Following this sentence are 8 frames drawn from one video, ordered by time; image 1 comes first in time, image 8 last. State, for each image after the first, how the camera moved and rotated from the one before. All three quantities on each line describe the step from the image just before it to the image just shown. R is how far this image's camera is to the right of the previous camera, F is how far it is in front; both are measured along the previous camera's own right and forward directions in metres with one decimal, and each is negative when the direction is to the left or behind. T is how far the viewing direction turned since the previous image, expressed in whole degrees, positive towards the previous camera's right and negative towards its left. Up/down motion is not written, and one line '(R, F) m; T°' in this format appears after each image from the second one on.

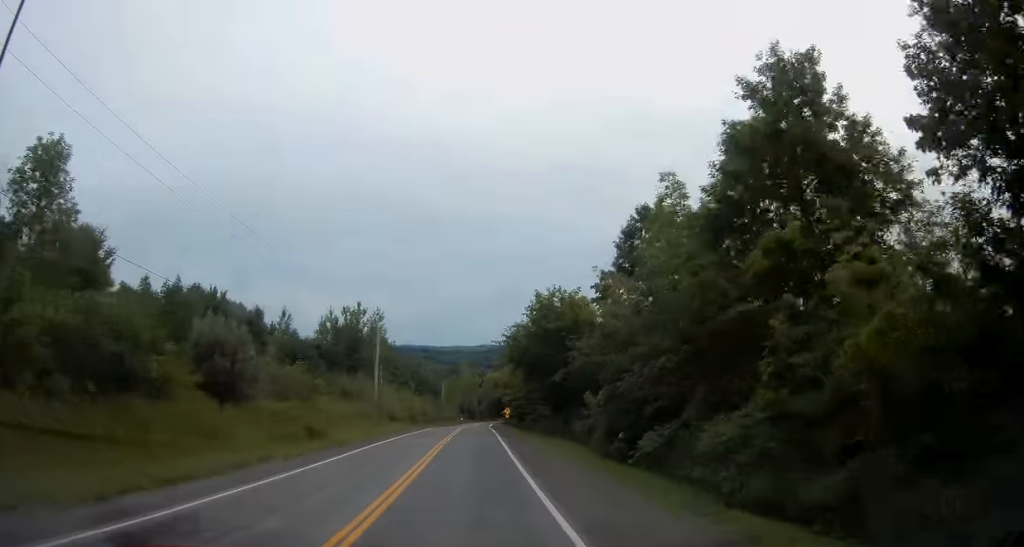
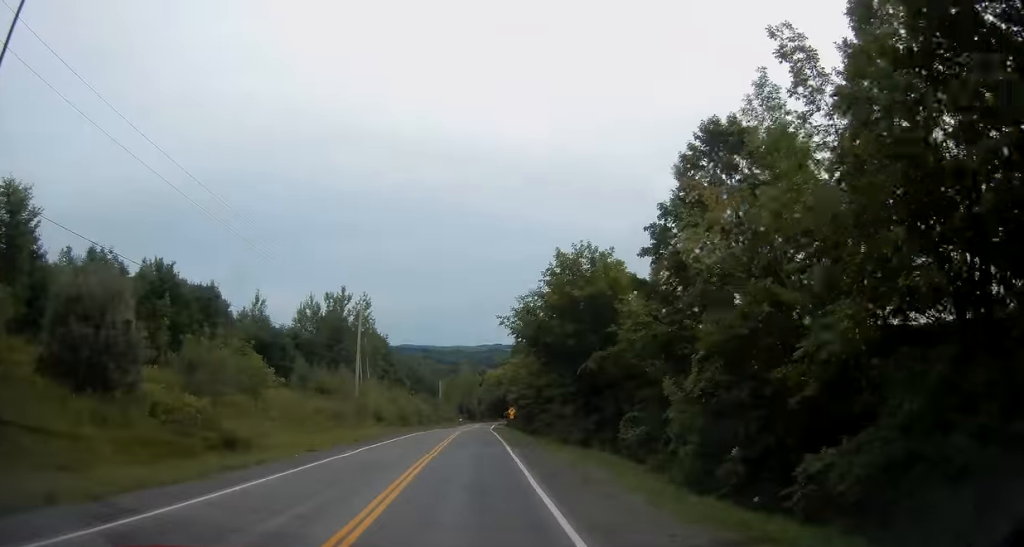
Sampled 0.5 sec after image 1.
(0.0, +12.2) m; 0°
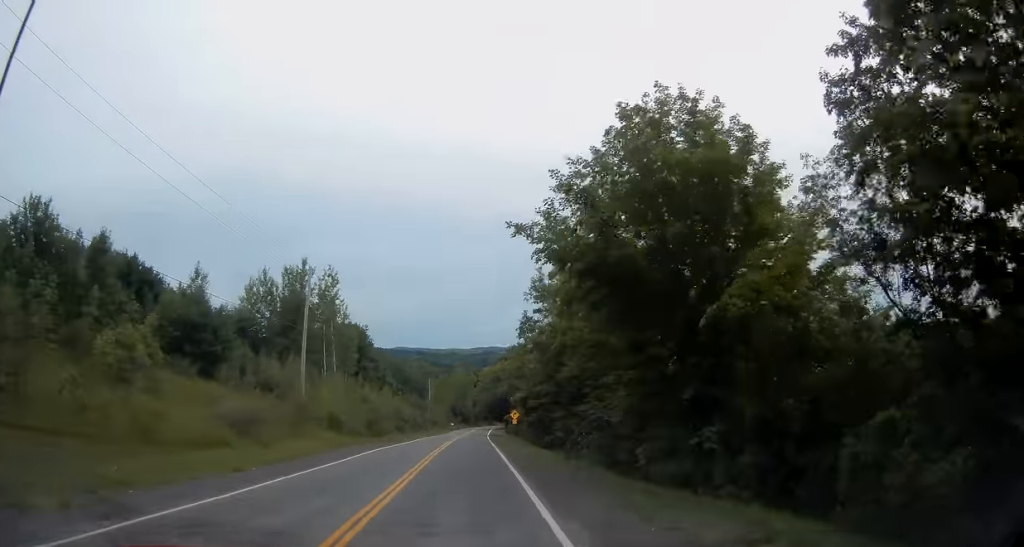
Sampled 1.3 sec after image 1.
(-0.1, +17.8) m; 0°
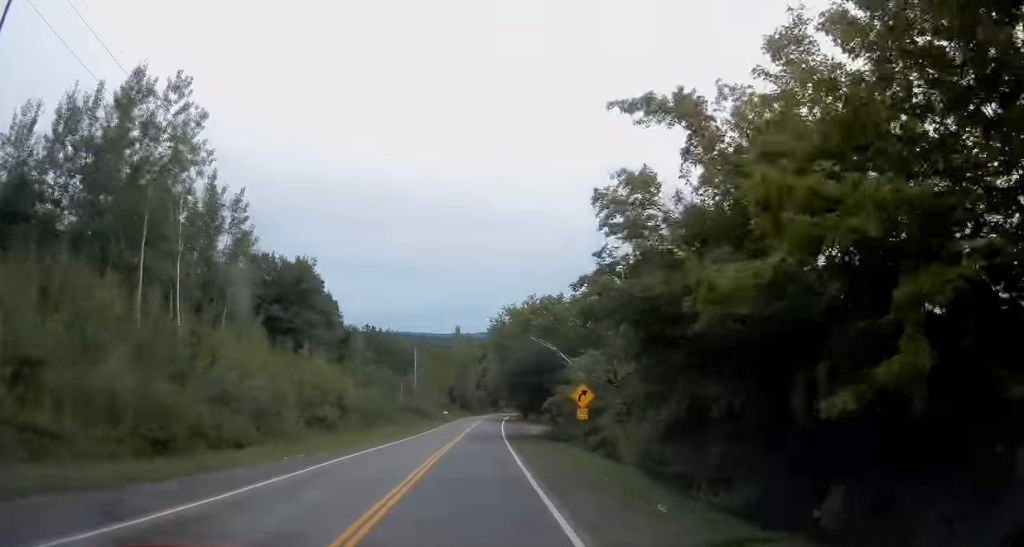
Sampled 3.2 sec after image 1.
(-0.1, +39.5) m; -1°
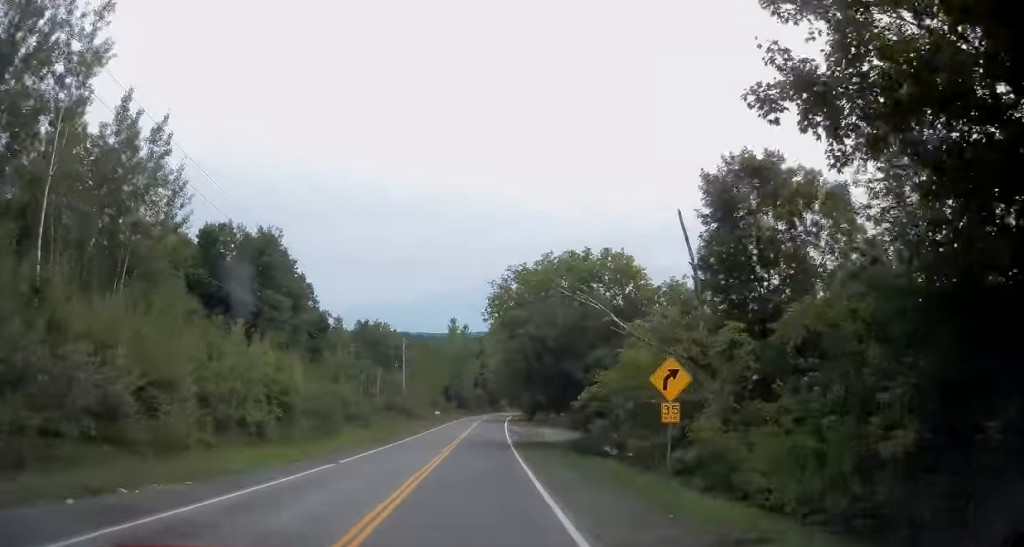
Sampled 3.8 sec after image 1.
(0.0, +12.0) m; +1°
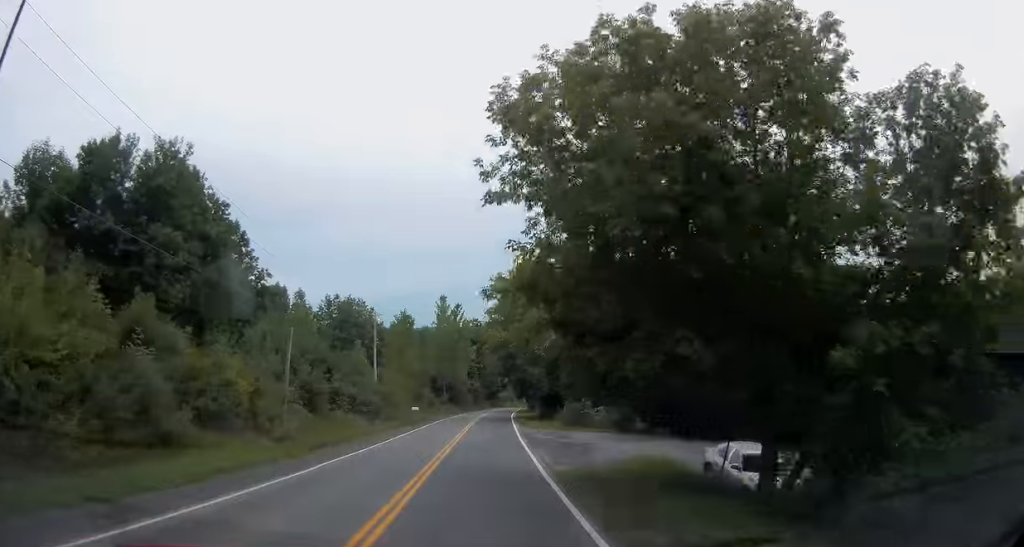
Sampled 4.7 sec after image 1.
(+0.2, +20.3) m; +1°
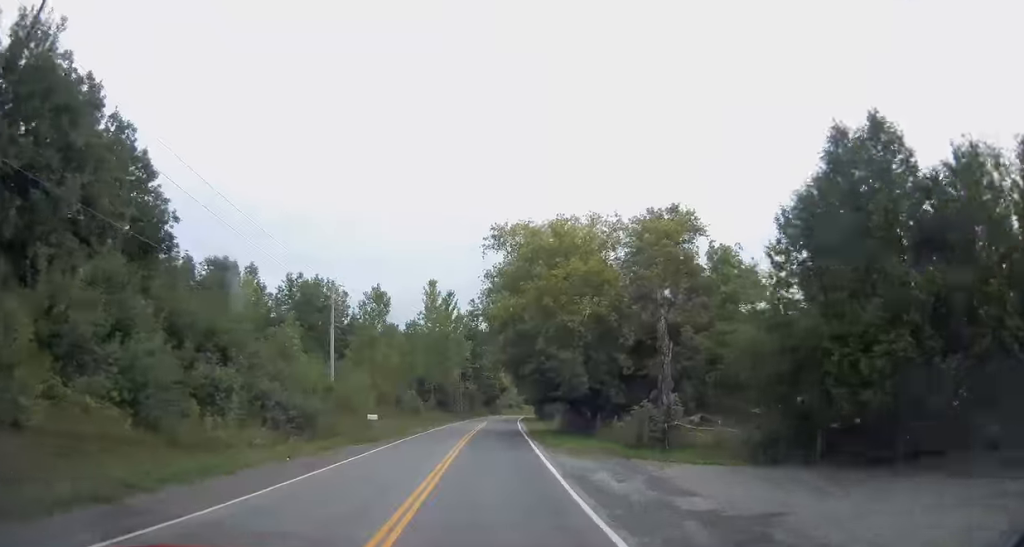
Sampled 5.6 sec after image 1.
(+0.1, +17.7) m; +1°
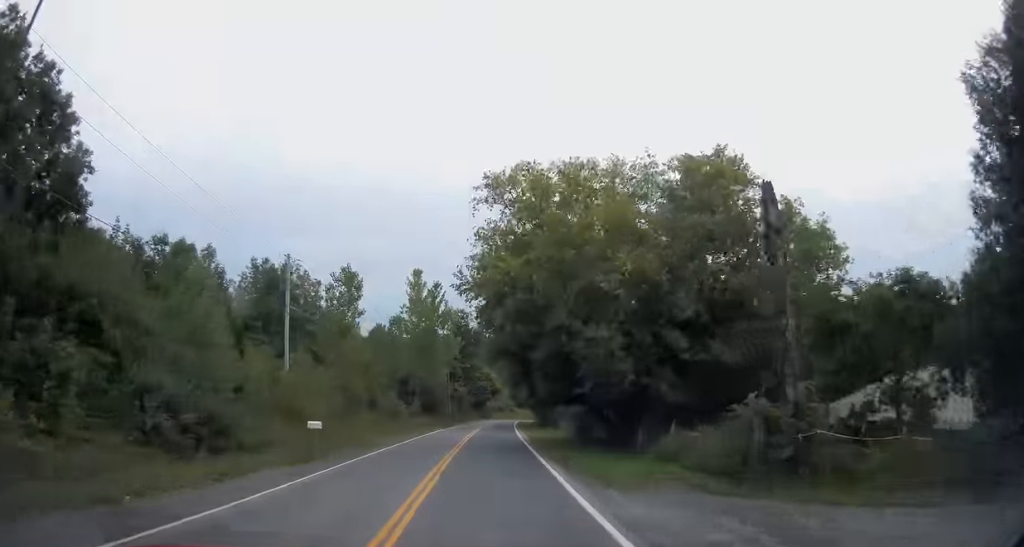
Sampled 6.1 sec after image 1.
(-0.1, +9.4) m; +1°
